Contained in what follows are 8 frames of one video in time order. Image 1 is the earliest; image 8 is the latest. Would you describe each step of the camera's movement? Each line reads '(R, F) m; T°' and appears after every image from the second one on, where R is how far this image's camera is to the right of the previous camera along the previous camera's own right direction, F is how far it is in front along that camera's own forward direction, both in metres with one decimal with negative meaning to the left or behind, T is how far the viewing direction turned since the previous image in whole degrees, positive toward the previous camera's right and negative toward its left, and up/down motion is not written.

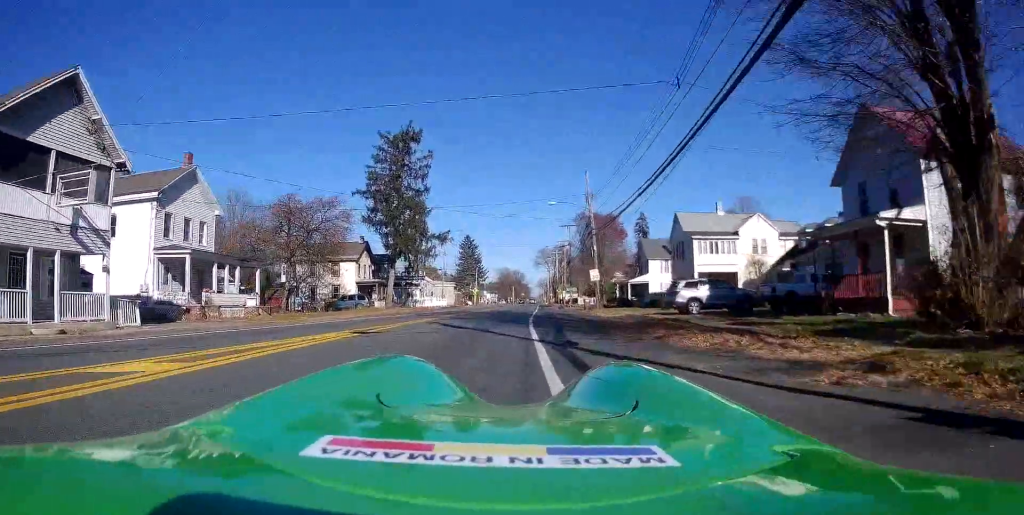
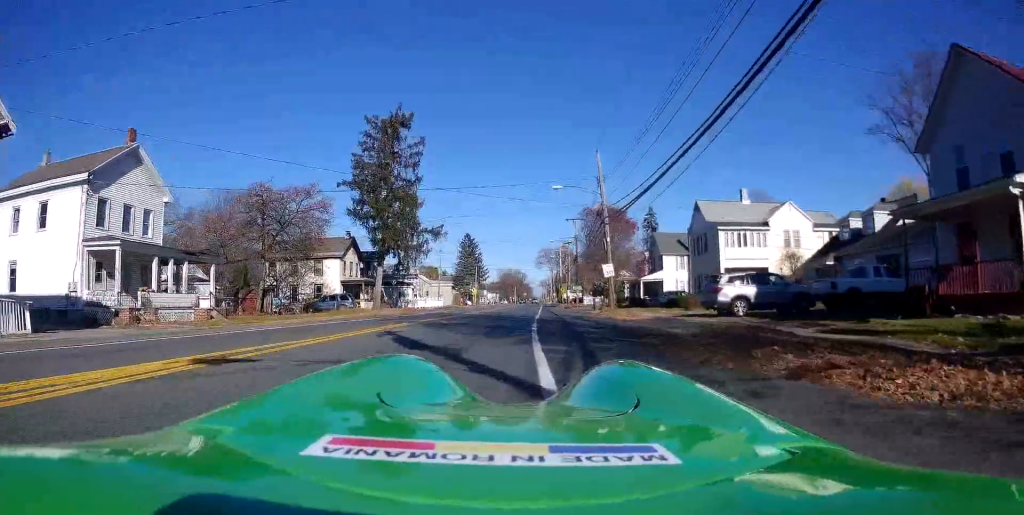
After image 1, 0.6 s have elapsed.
(-0.1, +5.9) m; +1°
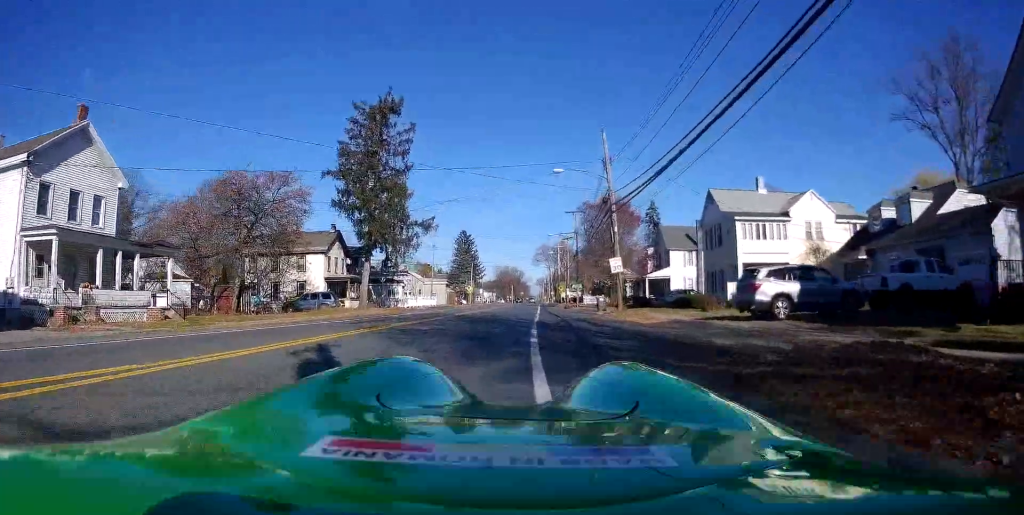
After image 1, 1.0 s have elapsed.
(+0.3, +4.2) m; +1°
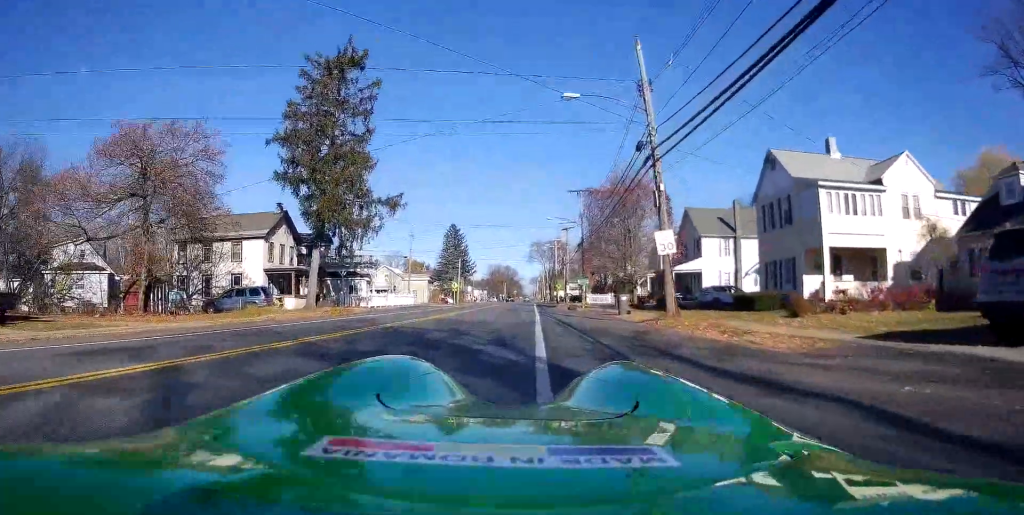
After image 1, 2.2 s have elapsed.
(0.0, +12.3) m; -2°
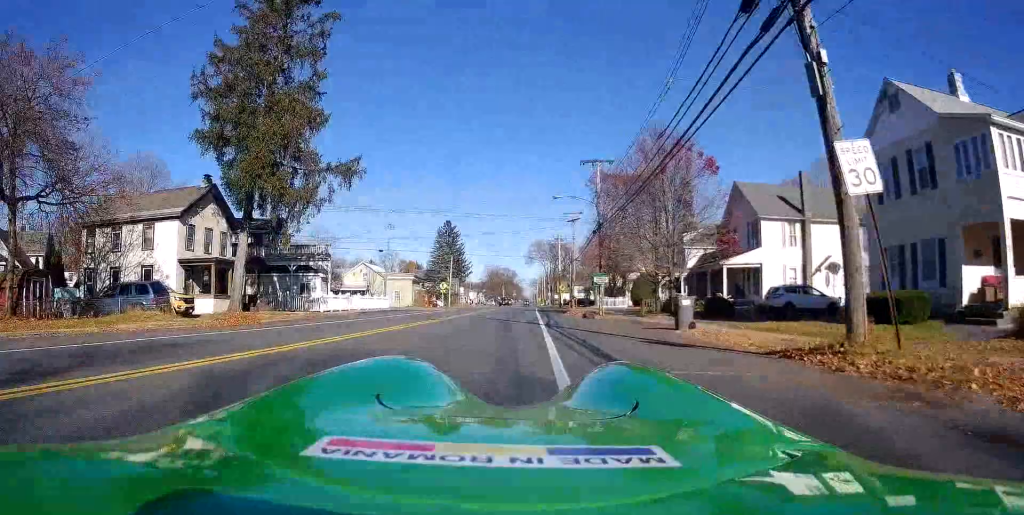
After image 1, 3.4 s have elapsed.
(-0.4, +11.8) m; -1°
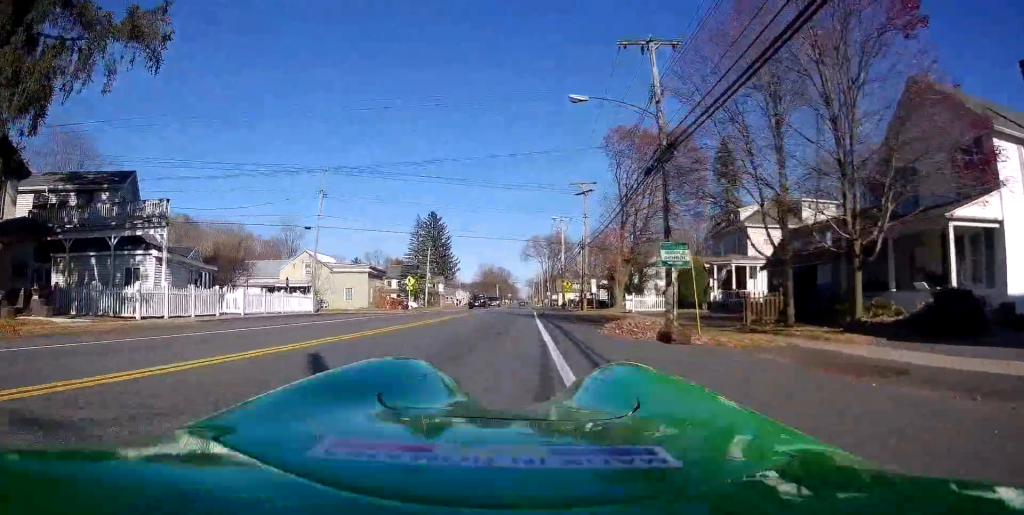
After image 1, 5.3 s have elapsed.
(+1.3, +19.5) m; +1°
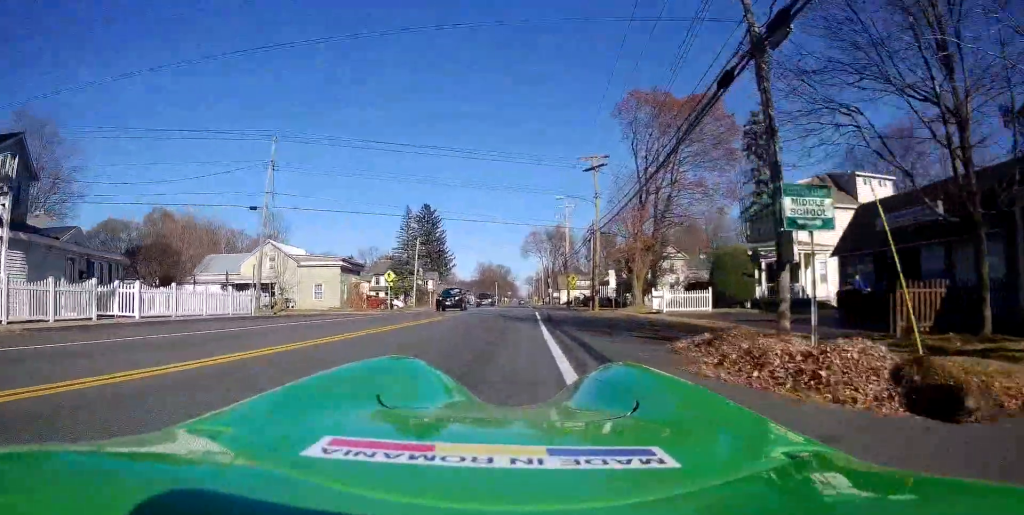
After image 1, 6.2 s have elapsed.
(-0.7, +8.9) m; -2°
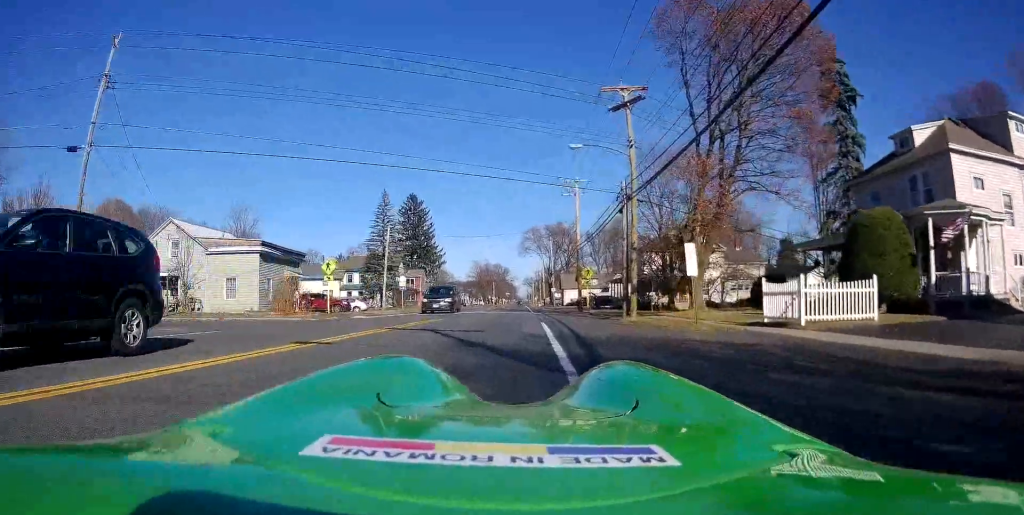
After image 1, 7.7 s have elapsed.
(+0.5, +15.7) m; +3°
